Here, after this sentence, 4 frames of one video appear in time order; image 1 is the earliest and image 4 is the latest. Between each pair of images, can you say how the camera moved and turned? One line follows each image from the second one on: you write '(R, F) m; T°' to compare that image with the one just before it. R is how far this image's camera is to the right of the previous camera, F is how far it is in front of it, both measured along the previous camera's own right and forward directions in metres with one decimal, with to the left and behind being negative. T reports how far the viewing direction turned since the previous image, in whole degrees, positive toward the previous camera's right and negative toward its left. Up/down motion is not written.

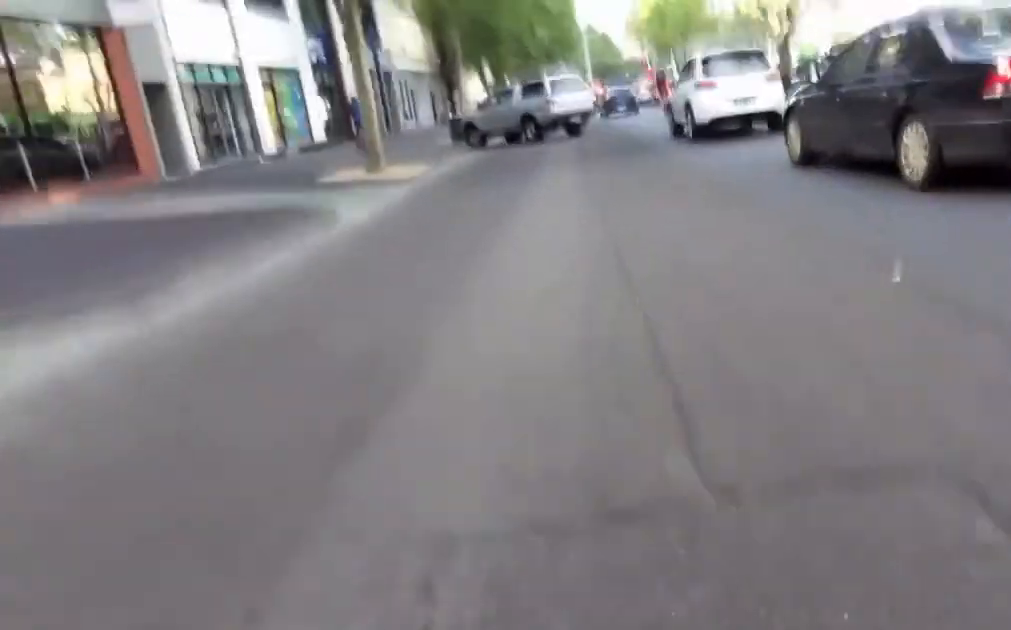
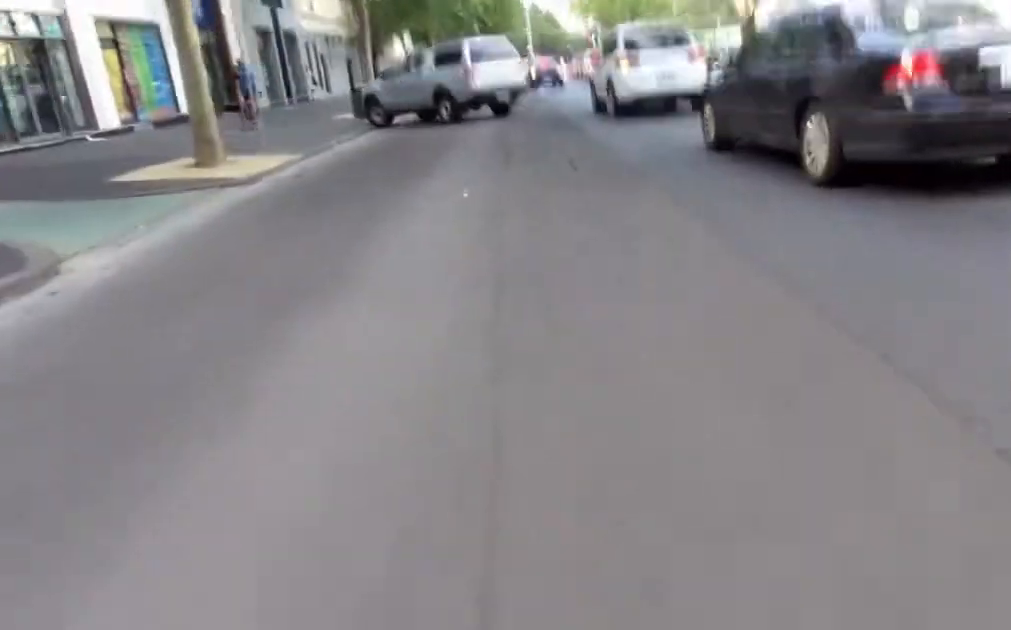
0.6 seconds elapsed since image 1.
(-0.8, +4.3) m; -4°
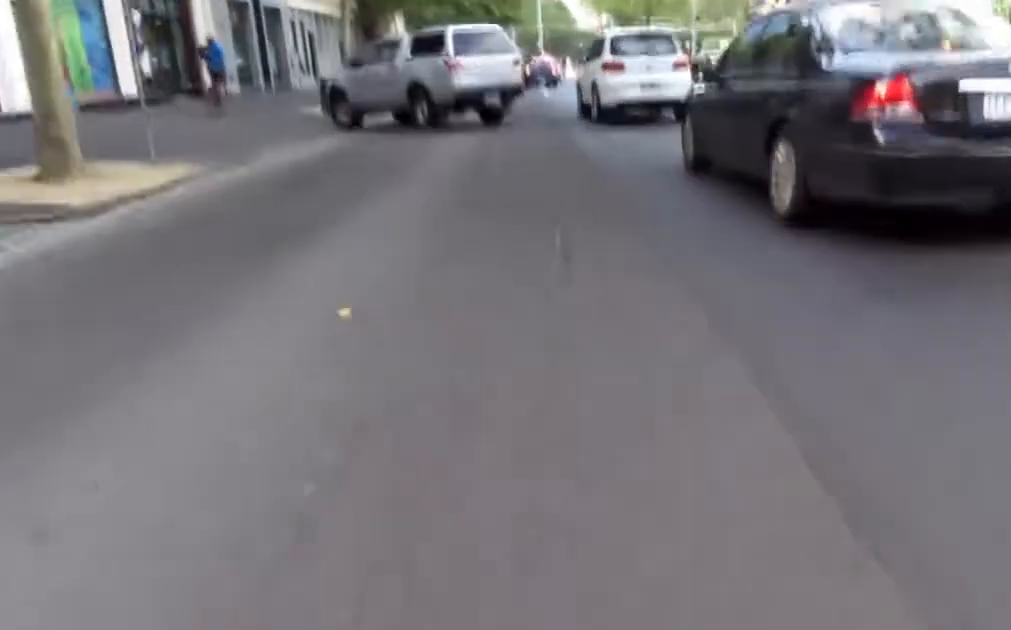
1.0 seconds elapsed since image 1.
(-0.3, +3.6) m; -3°
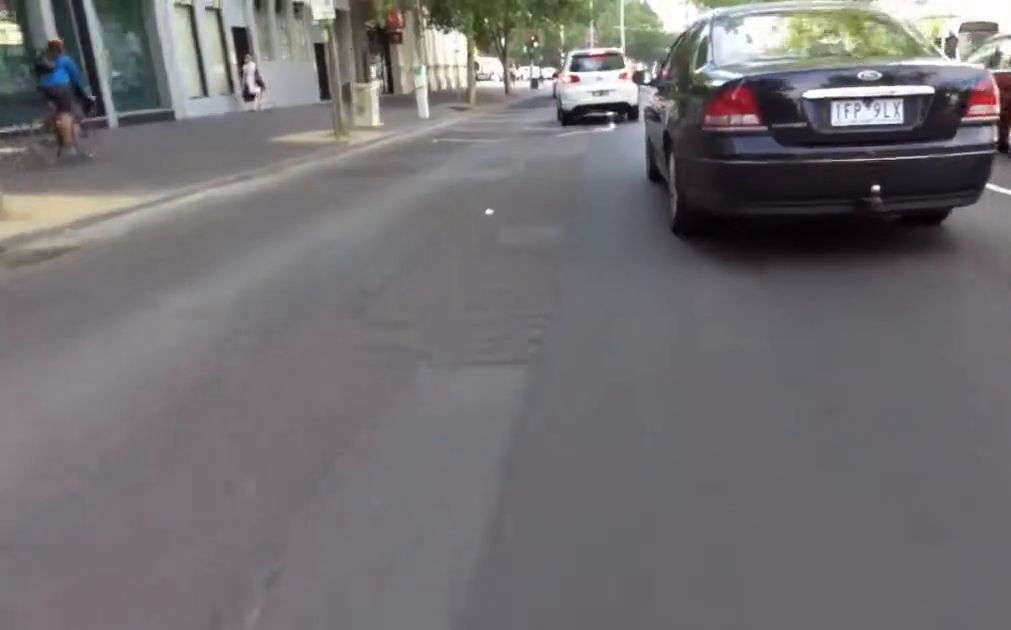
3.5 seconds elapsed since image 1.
(+0.8, +16.2) m; -1°
